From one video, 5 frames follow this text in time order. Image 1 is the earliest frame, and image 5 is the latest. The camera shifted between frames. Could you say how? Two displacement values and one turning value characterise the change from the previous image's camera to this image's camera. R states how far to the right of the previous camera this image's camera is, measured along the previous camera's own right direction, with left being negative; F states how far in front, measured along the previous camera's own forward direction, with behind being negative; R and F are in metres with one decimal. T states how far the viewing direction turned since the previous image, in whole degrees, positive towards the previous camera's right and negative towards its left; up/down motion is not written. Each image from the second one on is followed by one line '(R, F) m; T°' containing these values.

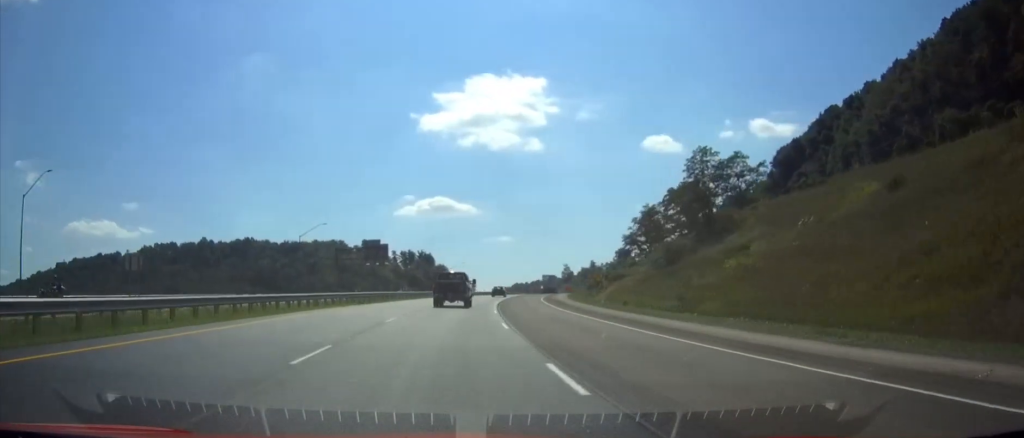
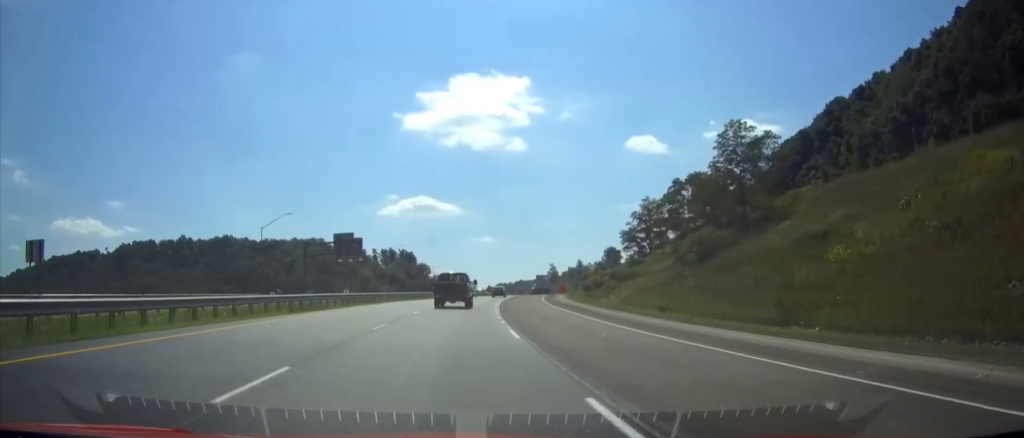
(+0.5, +15.3) m; +2°
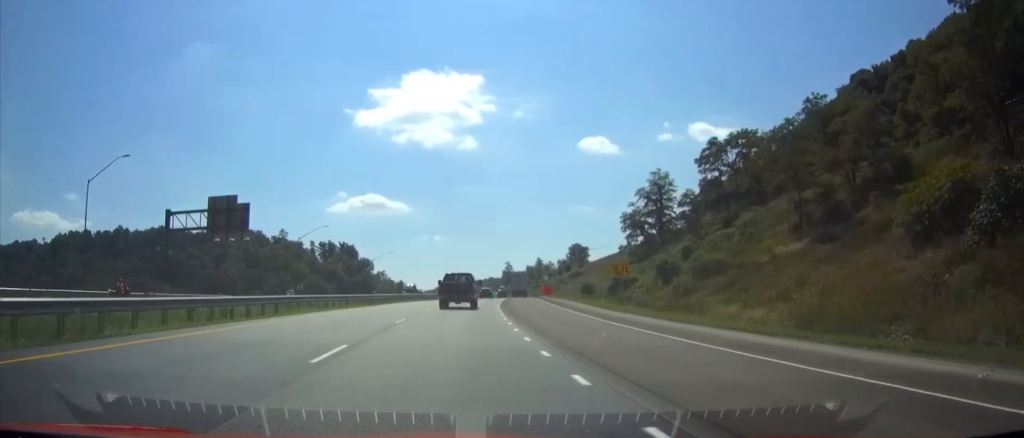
(+1.4, +44.2) m; +4°
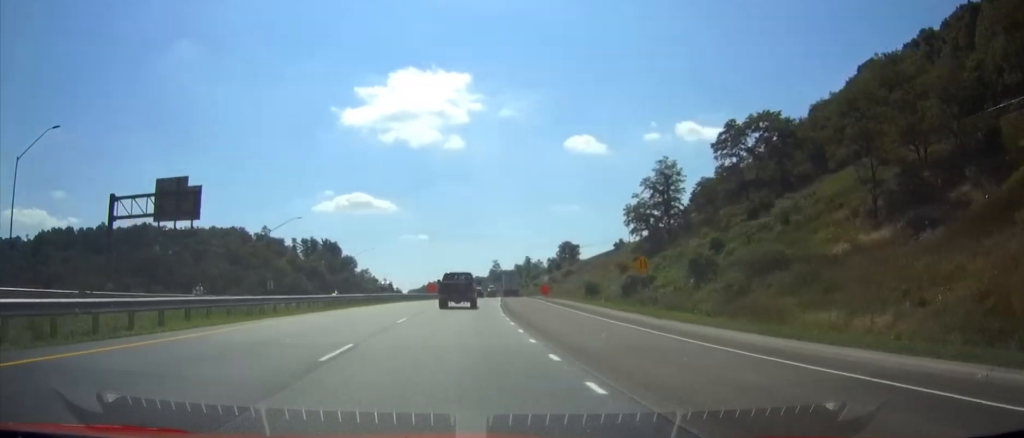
(+0.3, +11.6) m; +1°
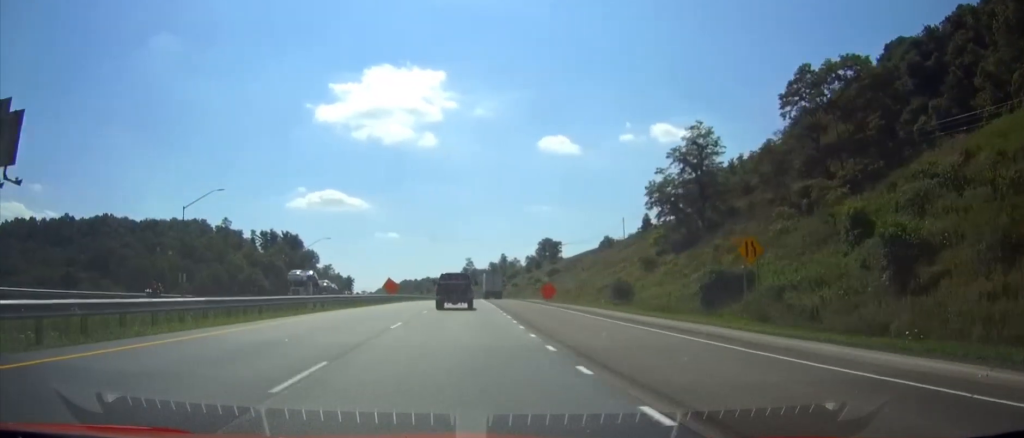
(+0.6, +27.1) m; +2°
